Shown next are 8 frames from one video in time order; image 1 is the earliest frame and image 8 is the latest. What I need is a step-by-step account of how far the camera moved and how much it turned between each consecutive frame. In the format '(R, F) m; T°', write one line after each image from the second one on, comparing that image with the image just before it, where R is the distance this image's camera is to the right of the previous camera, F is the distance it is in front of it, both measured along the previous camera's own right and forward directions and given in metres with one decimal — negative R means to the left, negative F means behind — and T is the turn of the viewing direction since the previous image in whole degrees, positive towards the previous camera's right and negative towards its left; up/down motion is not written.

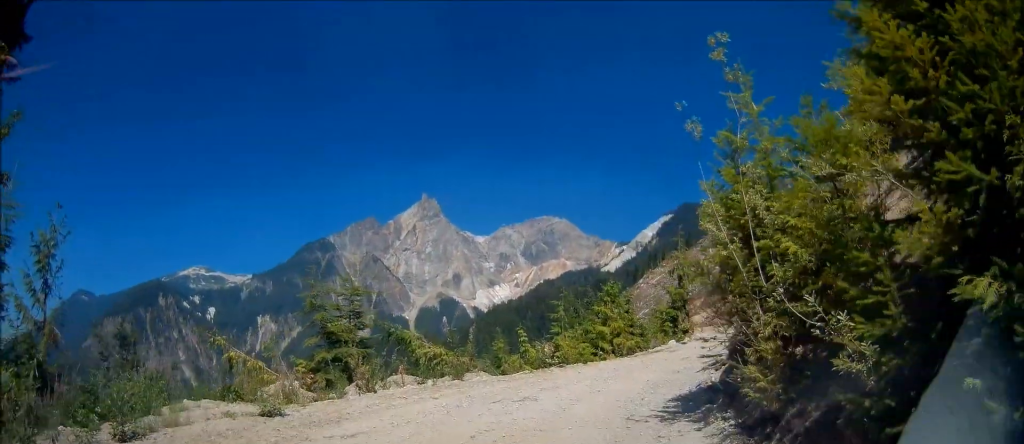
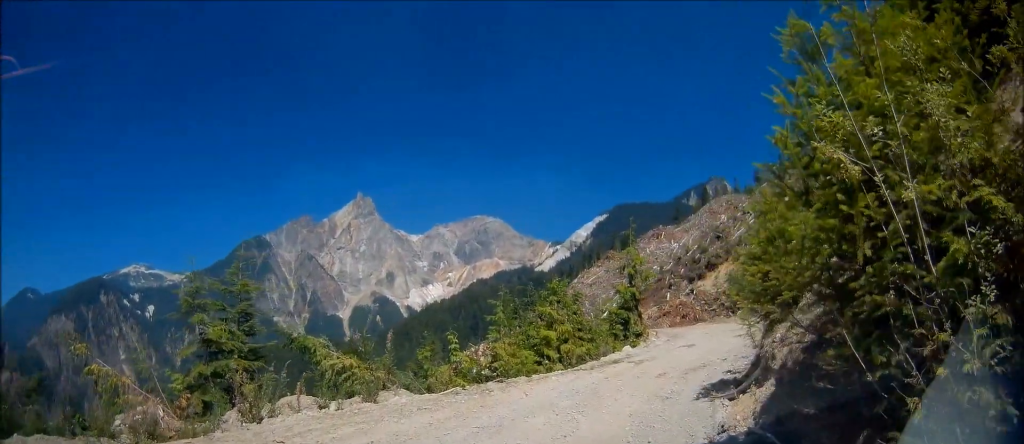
(+0.2, +3.4) m; +4°
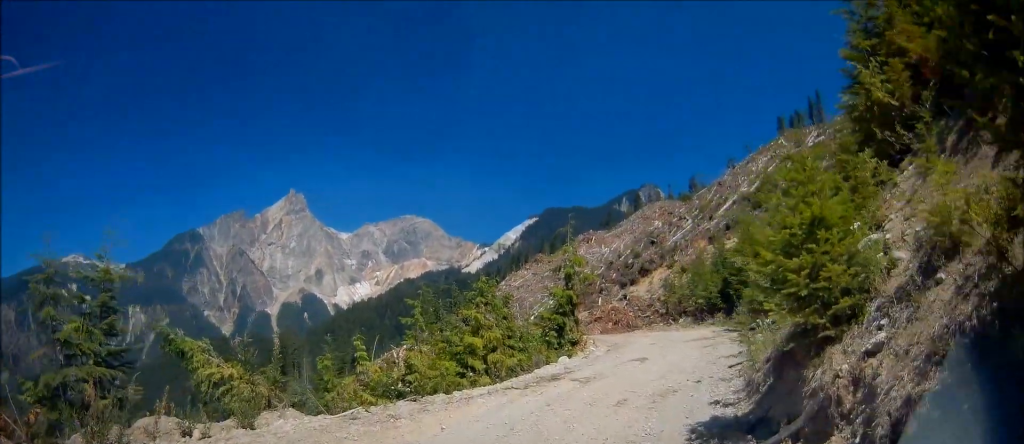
(-0.2, +2.5) m; +9°
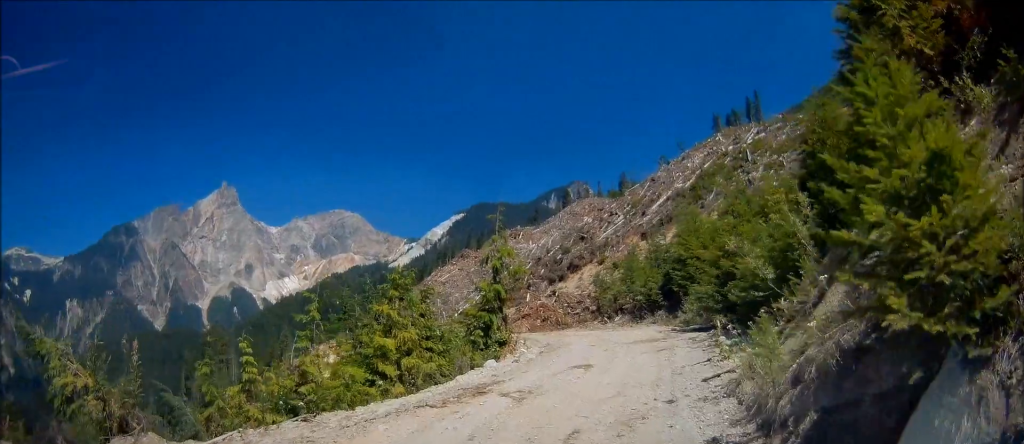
(+0.4, +2.0) m; +10°
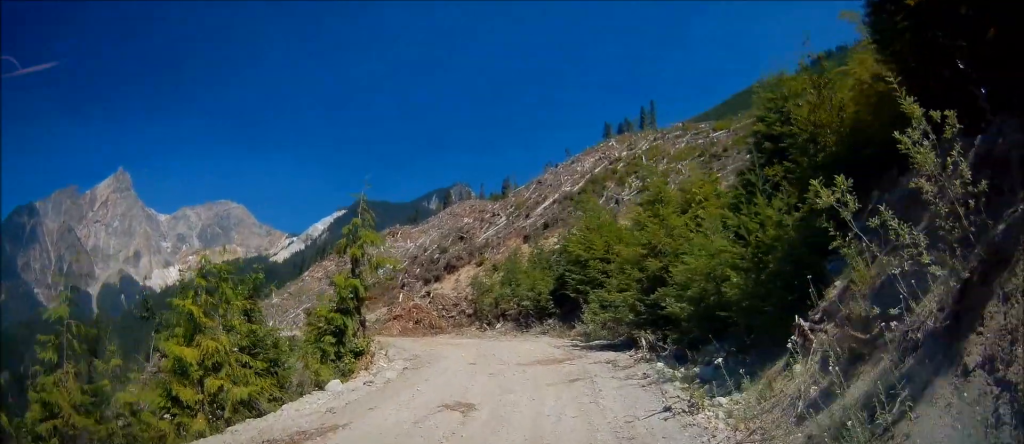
(+0.4, +4.2) m; +15°
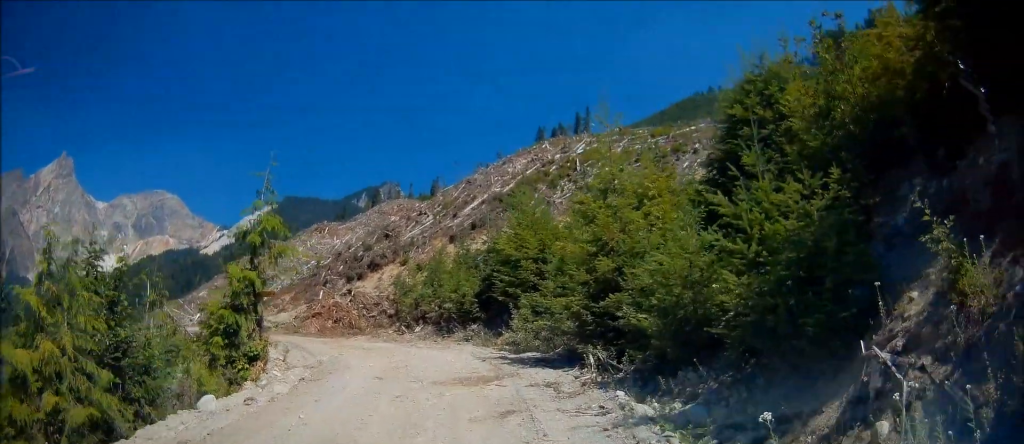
(+0.4, +2.7) m; +2°
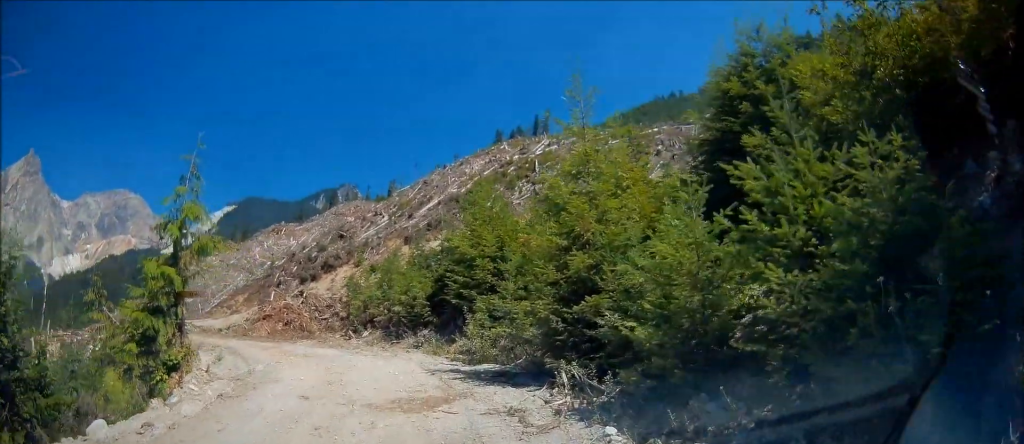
(+0.1, +2.2) m; 0°
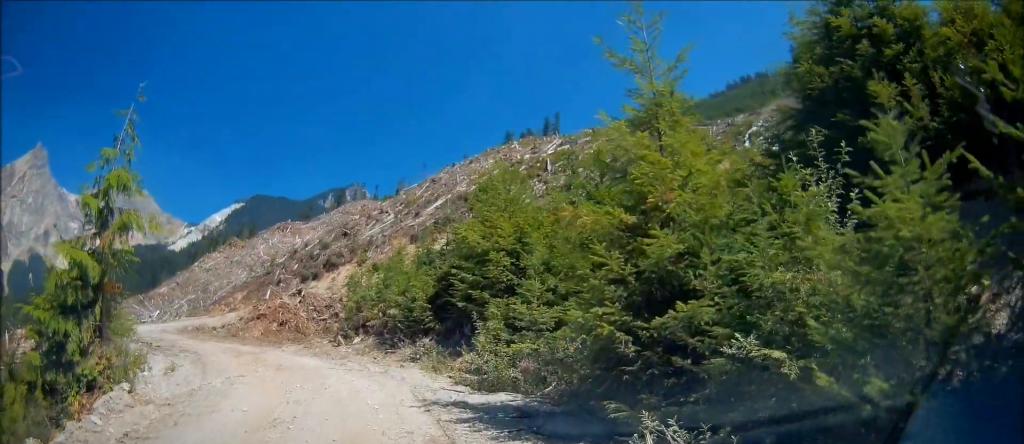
(-0.3, +3.7) m; +2°
